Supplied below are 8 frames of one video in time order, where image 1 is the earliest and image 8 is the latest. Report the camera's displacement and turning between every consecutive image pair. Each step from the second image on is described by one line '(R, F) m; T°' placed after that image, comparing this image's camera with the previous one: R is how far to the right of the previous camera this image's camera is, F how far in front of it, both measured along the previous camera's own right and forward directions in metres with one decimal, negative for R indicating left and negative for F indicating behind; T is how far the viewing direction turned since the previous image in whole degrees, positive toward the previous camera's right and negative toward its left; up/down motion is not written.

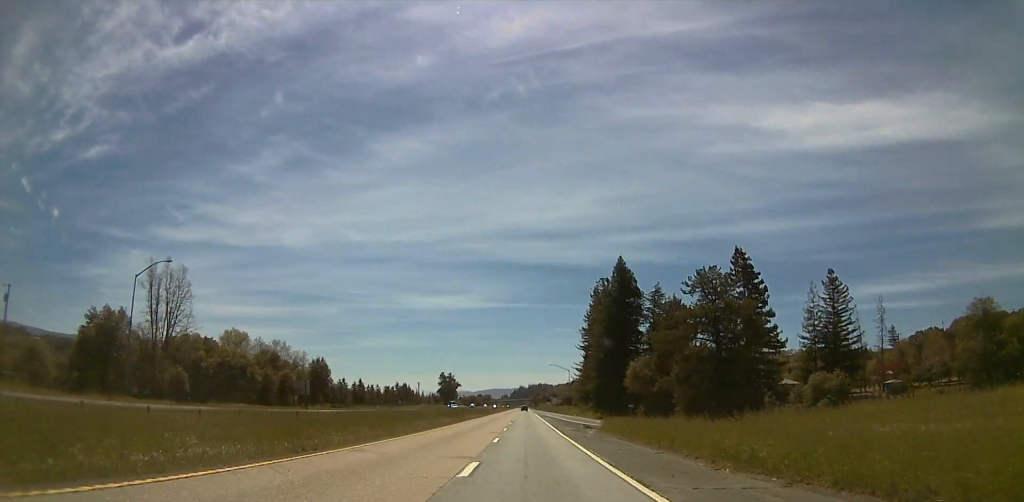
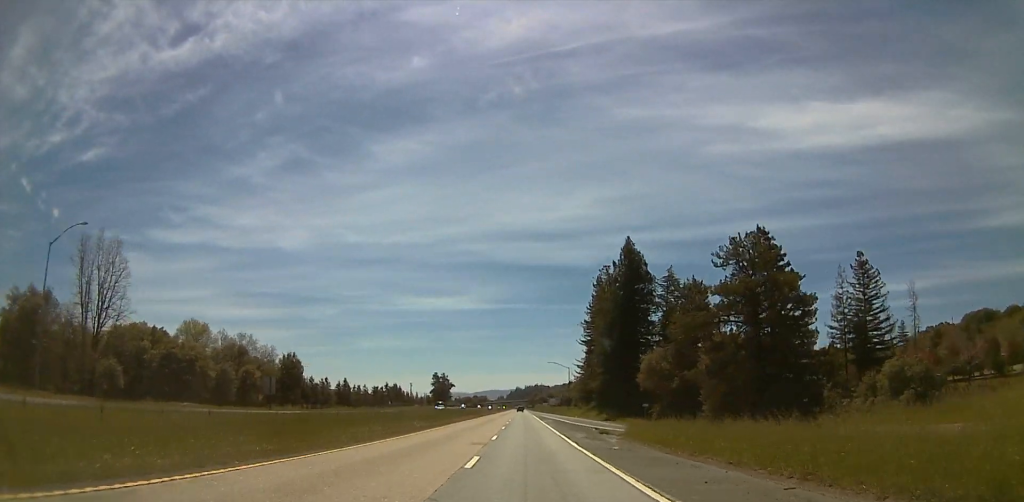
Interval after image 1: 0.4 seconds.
(+0.1, +12.6) m; -1°
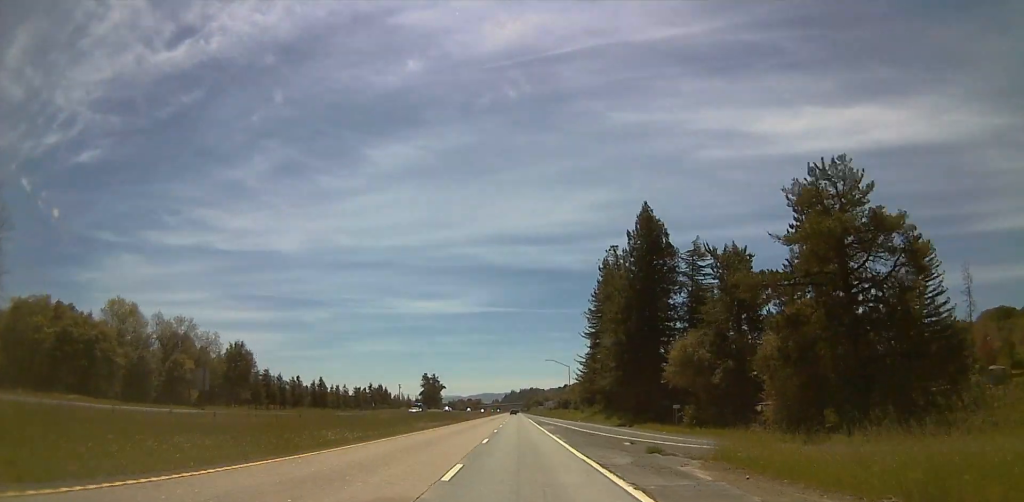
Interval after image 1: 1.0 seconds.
(-0.4, +17.1) m; -1°
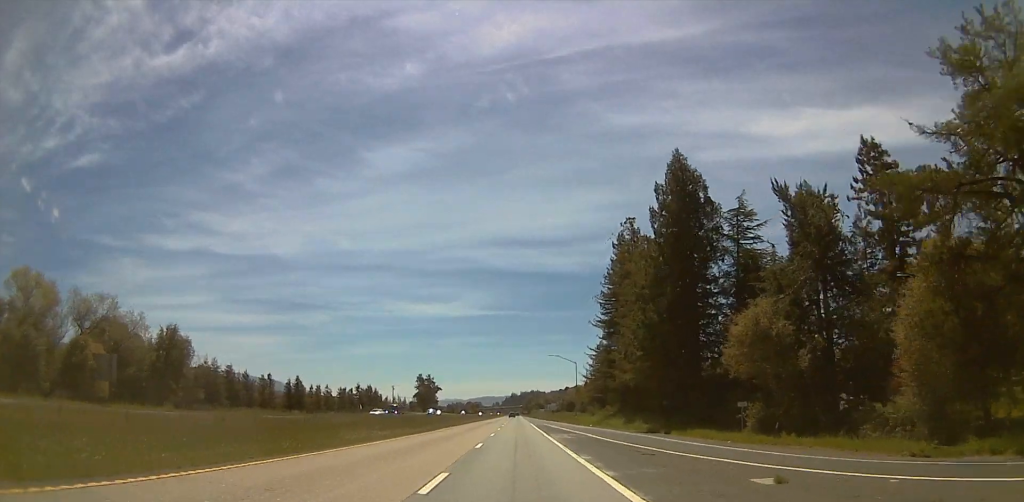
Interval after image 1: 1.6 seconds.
(-0.1, +17.1) m; 0°
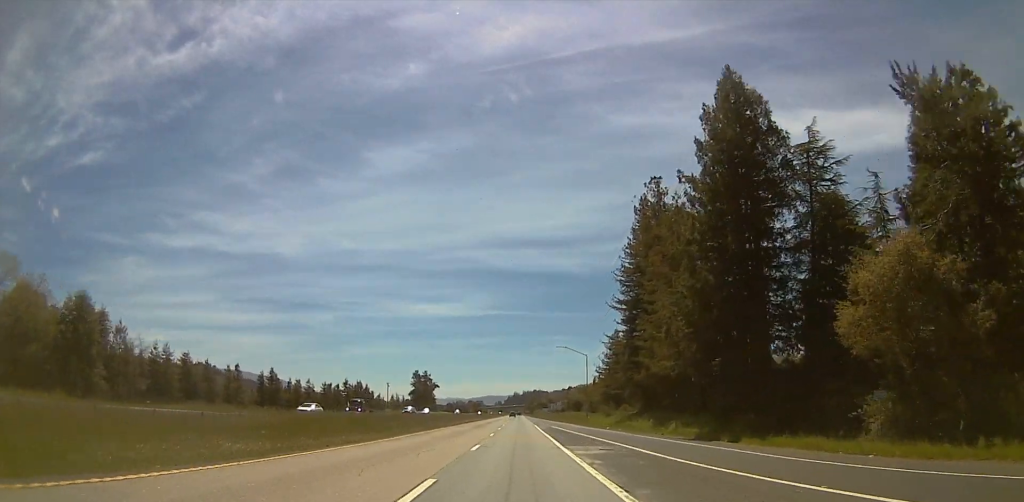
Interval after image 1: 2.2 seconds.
(-0.1, +16.1) m; +1°
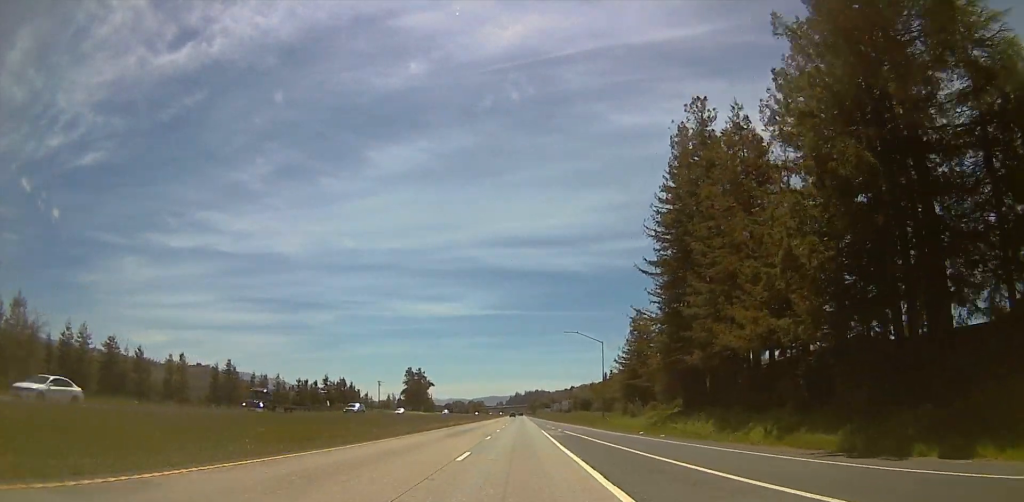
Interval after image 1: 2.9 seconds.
(+0.3, +20.2) m; +1°
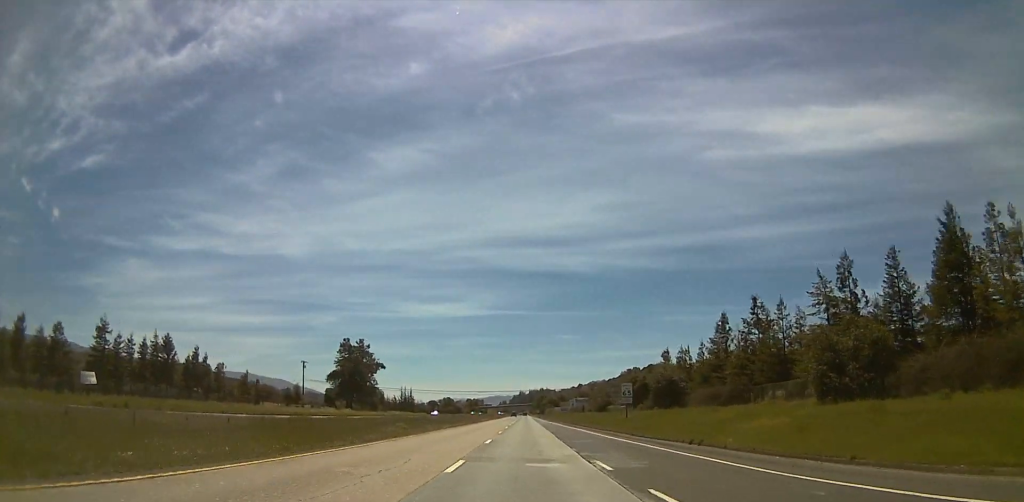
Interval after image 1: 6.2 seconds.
(+1.4, +96.1) m; +1°
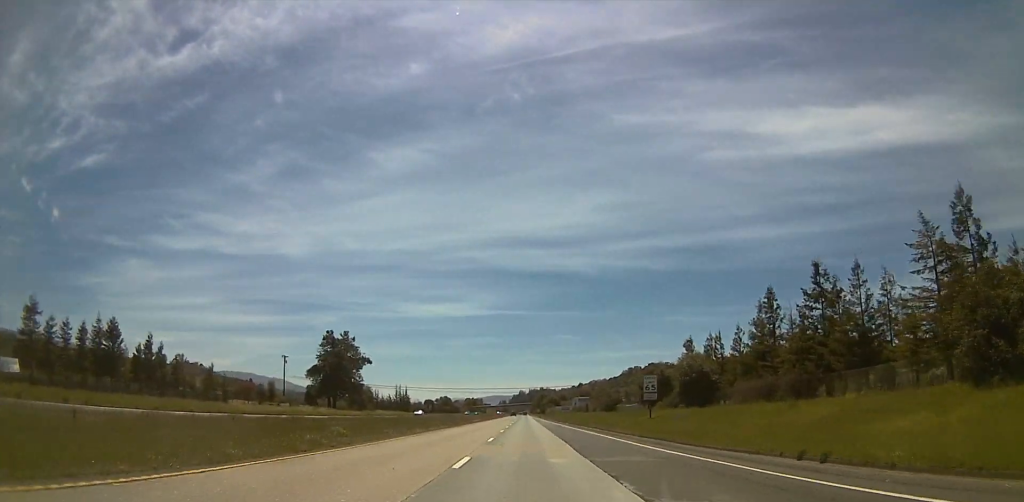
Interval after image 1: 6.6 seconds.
(0.0, +14.2) m; 0°
